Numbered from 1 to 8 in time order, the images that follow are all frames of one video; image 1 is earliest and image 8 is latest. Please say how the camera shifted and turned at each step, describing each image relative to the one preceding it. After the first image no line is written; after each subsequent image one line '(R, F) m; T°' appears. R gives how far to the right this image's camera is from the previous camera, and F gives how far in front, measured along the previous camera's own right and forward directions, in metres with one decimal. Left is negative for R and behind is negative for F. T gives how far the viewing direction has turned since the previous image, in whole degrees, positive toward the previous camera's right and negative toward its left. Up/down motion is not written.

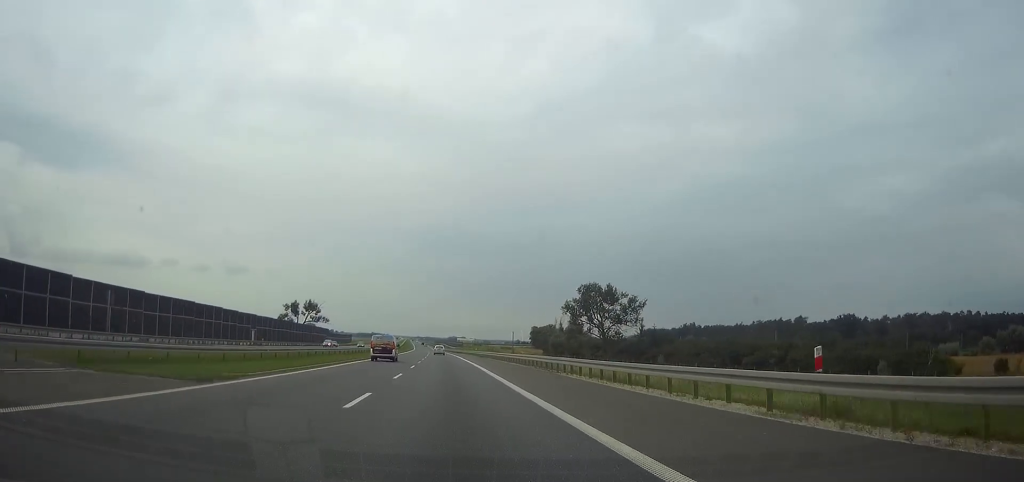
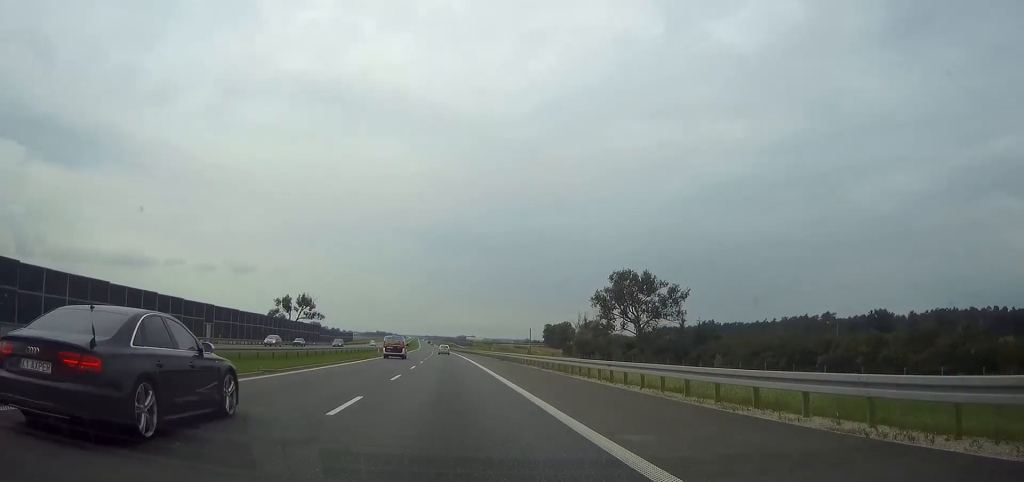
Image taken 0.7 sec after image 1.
(+0.1, +25.3) m; 0°
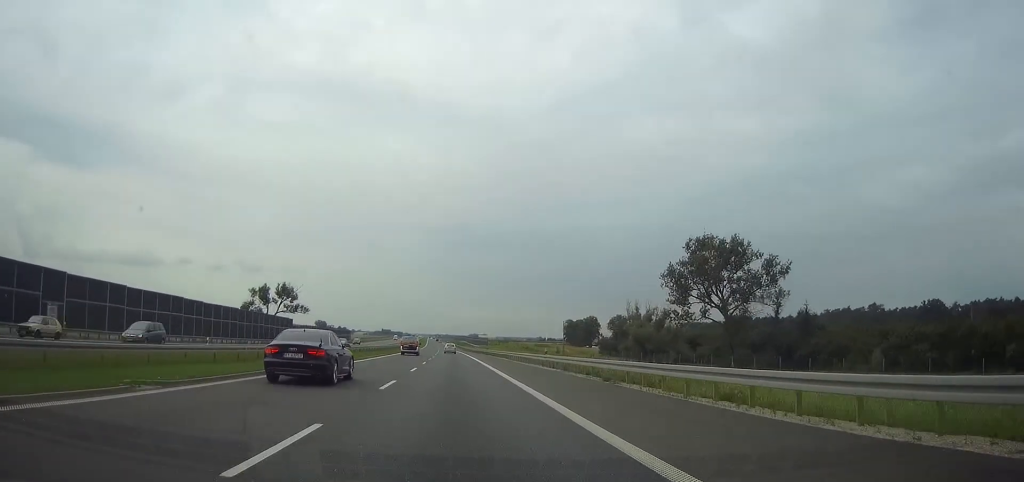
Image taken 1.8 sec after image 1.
(-0.4, +41.1) m; -1°
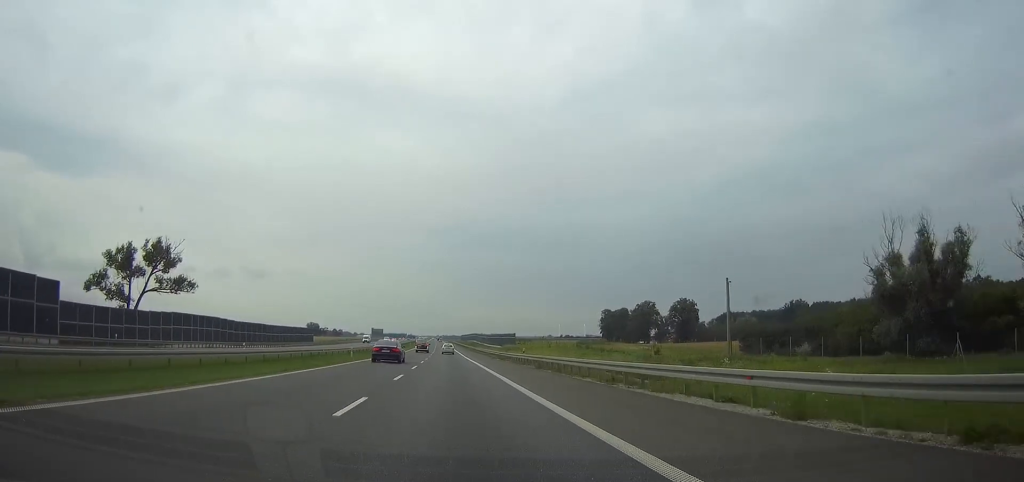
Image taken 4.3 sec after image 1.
(-0.7, +90.2) m; -1°
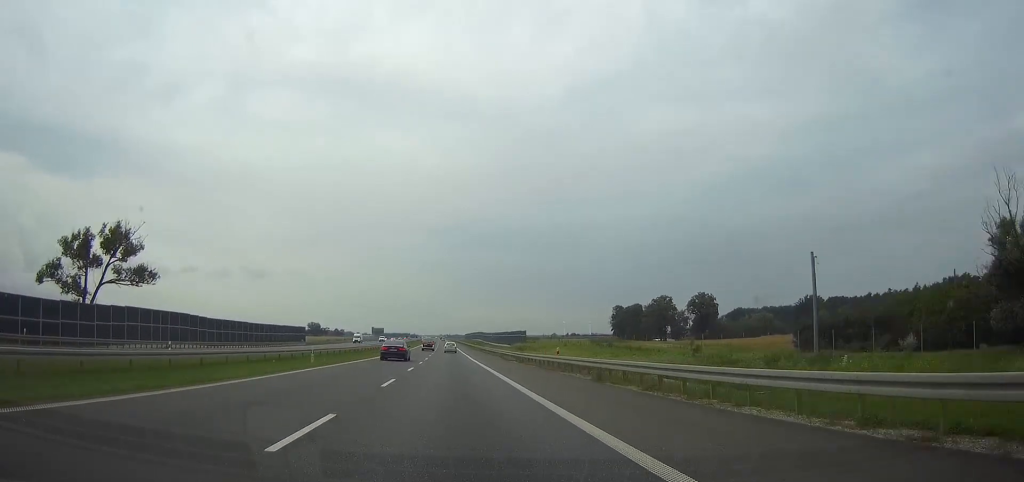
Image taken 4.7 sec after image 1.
(0.0, +15.9) m; 0°
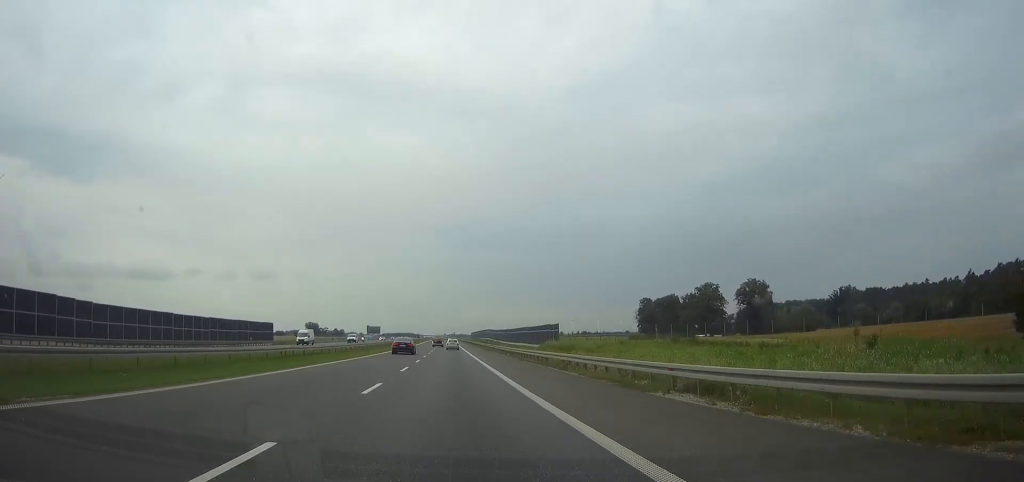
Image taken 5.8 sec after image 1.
(-0.1, +39.1) m; -1°
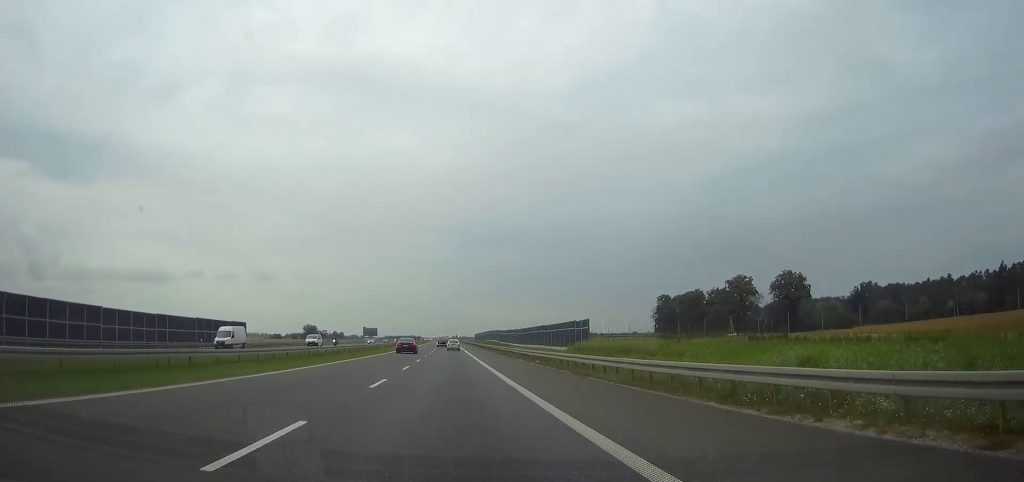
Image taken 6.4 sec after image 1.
(-0.1, +21.9) m; 0°
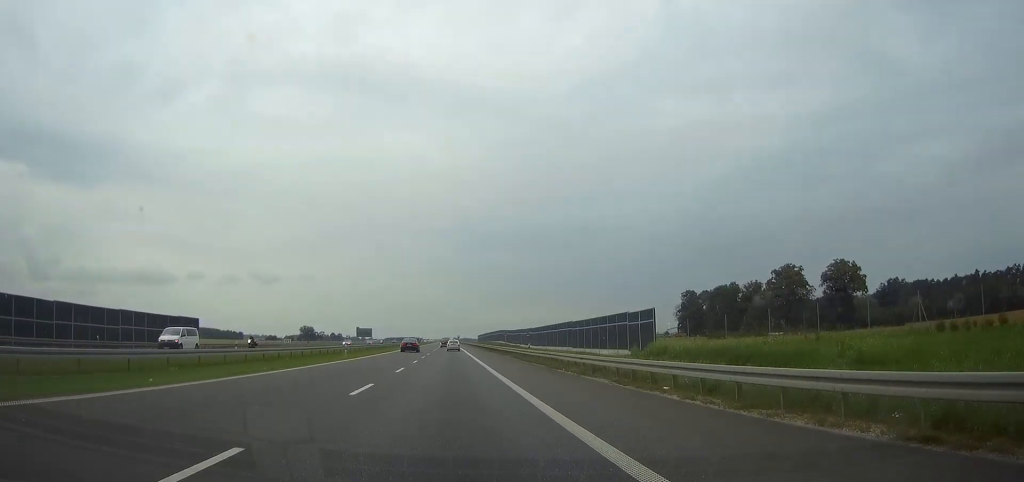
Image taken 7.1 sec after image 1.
(0.0, +26.7) m; 0°
